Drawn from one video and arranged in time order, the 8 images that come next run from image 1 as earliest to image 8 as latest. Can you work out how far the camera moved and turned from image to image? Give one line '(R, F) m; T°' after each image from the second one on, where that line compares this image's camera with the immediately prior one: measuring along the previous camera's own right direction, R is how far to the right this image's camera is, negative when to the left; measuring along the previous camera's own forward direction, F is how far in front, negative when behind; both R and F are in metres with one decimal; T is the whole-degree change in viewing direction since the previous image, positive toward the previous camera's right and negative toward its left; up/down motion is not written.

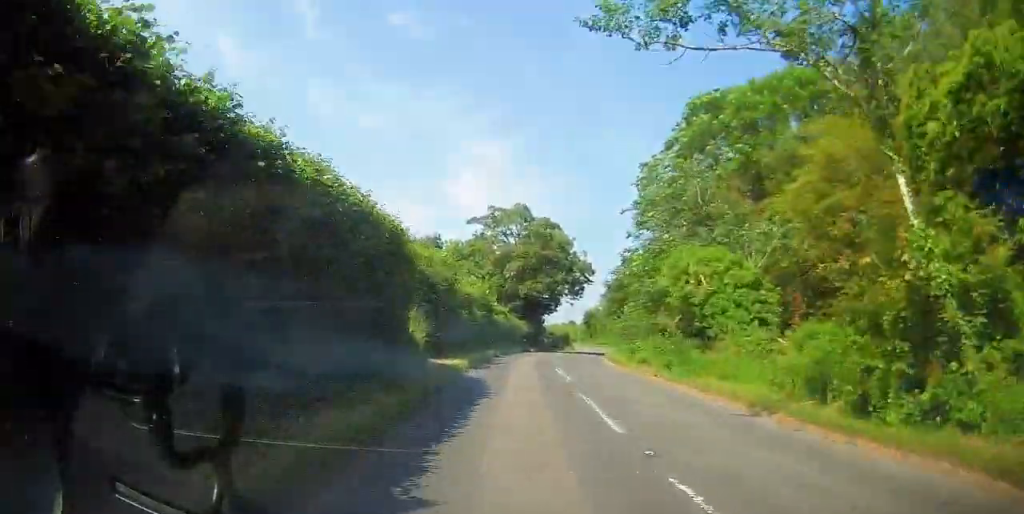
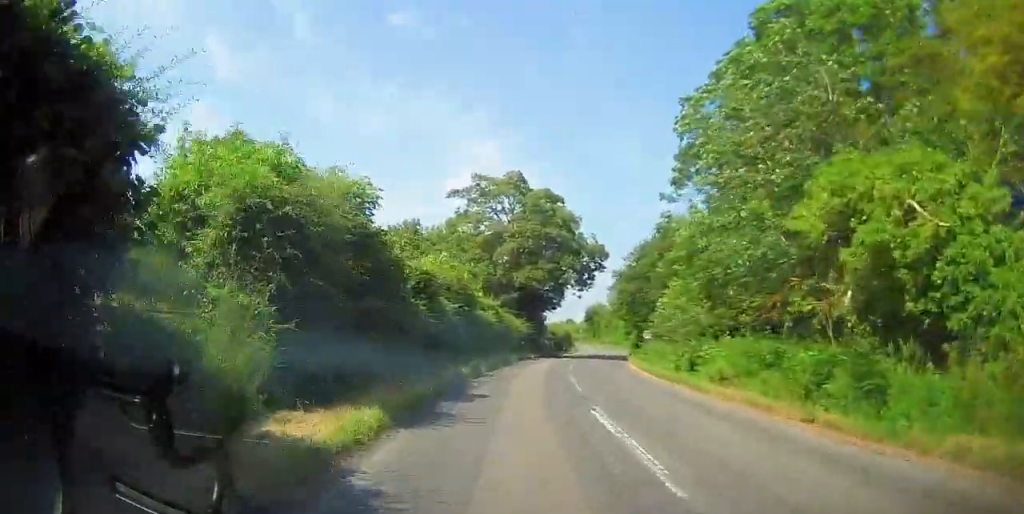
(+0.1, +11.7) m; +7°
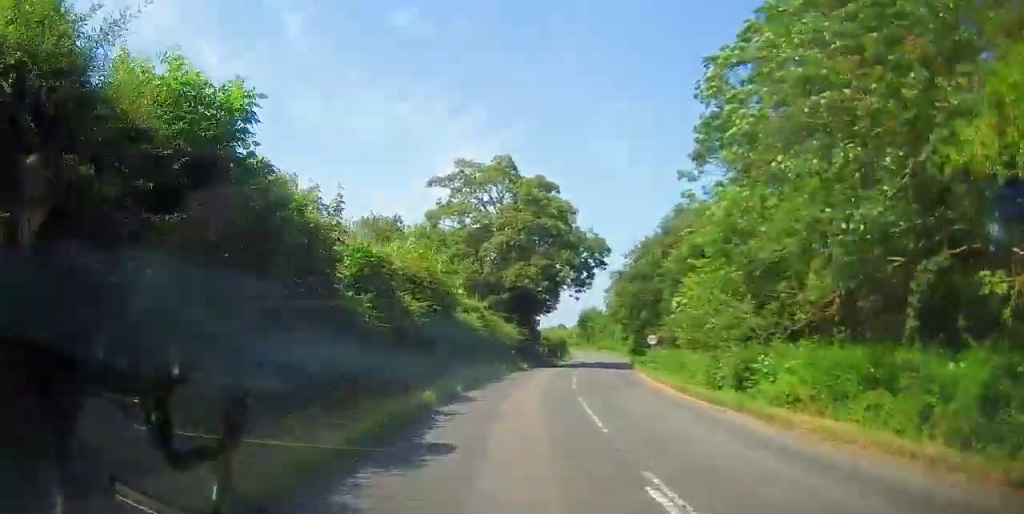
(-0.7, +5.3) m; +4°
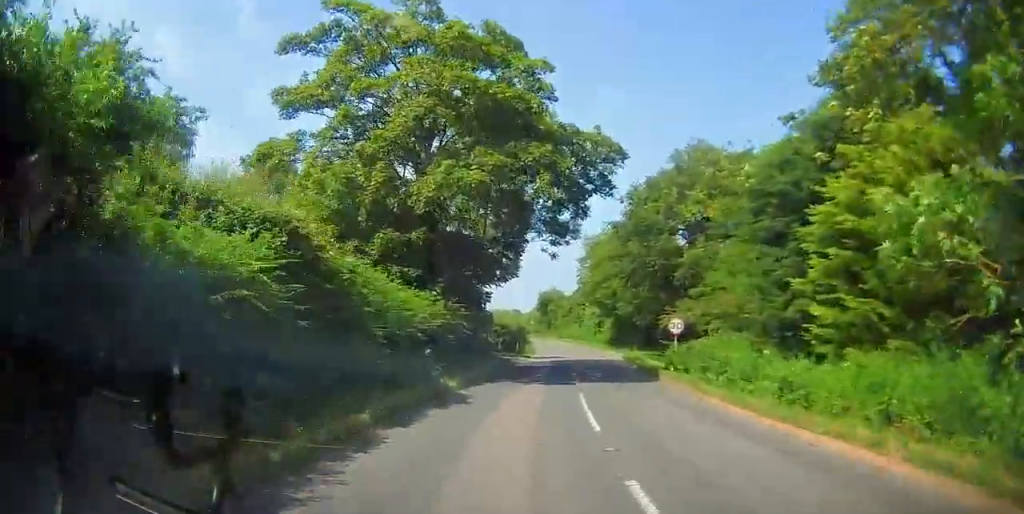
(+0.2, +15.8) m; -11°
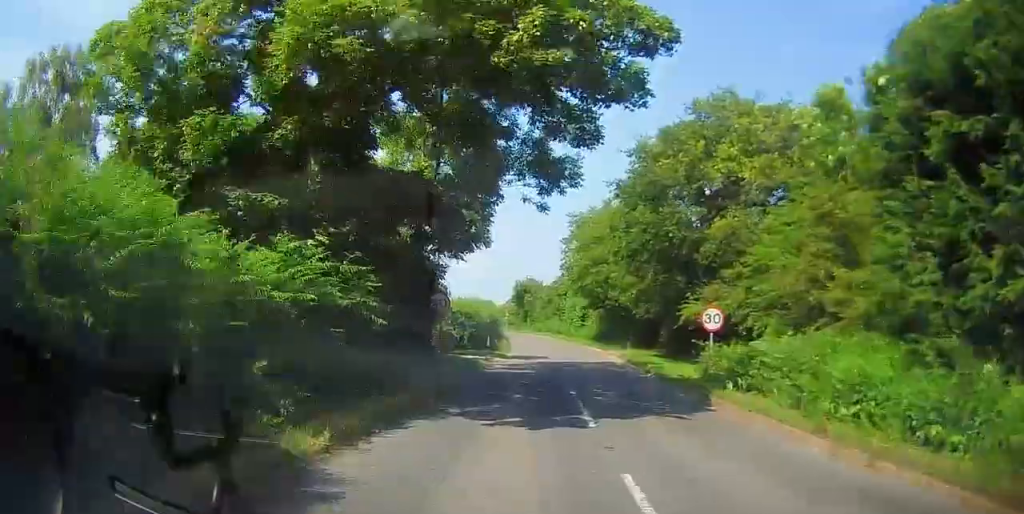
(-1.8, +9.6) m; -4°
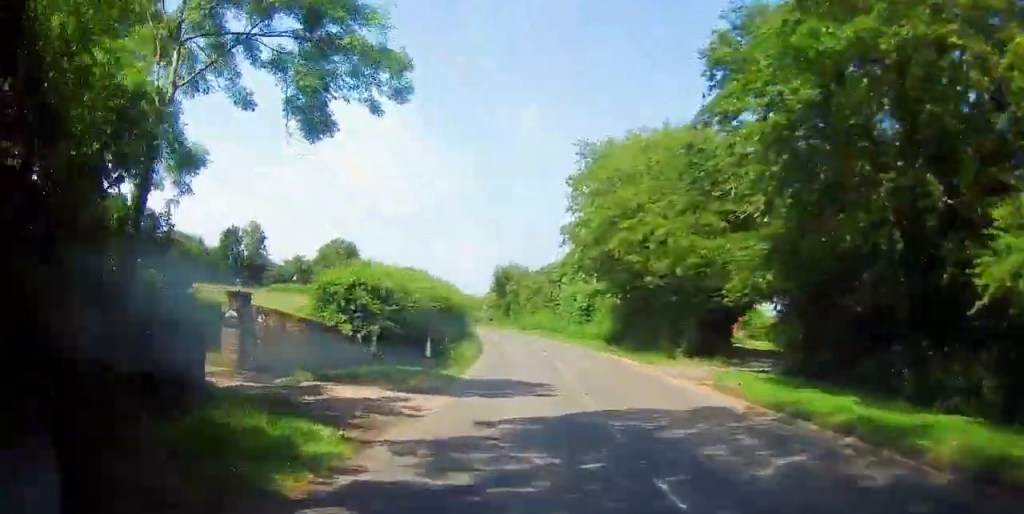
(+2.7, +19.6) m; +9°
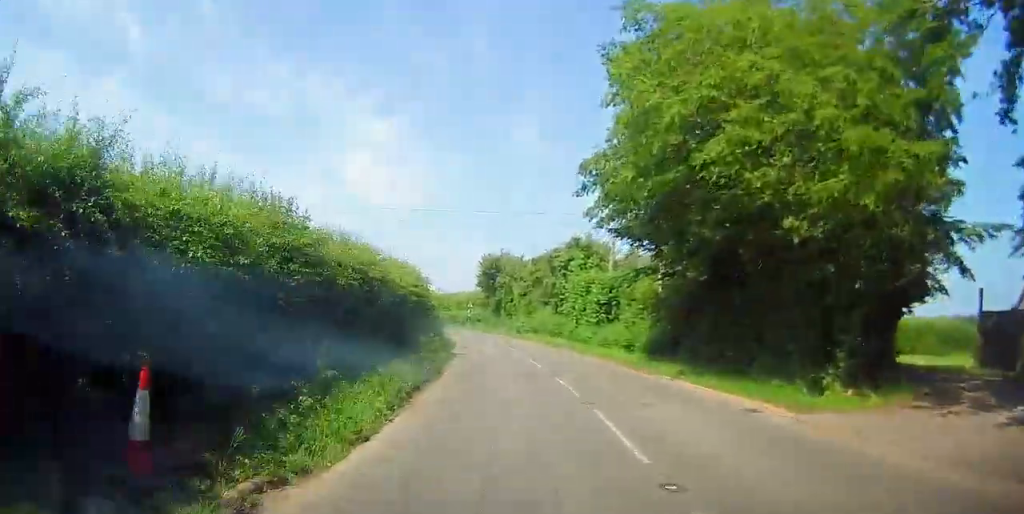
(+0.3, +14.8) m; 0°
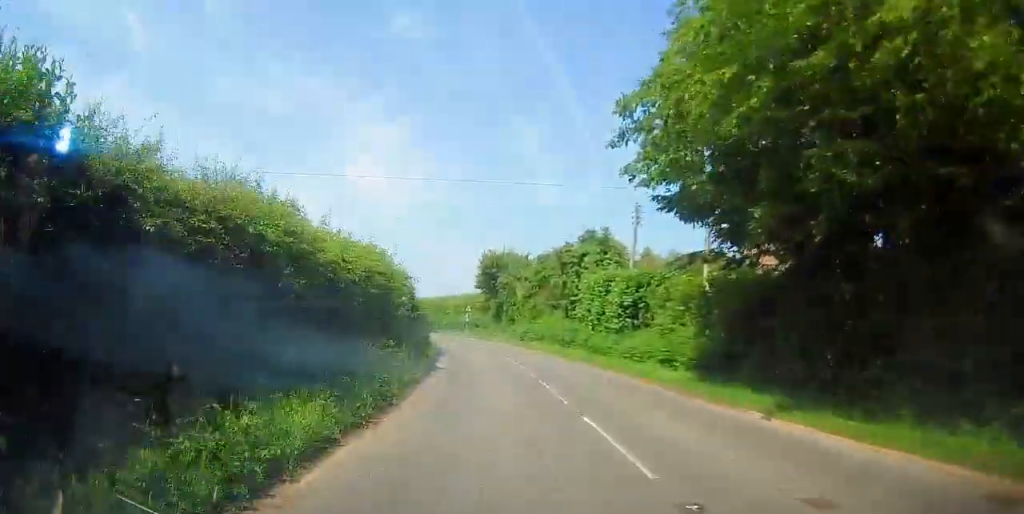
(+0.3, +6.4) m; -1°
